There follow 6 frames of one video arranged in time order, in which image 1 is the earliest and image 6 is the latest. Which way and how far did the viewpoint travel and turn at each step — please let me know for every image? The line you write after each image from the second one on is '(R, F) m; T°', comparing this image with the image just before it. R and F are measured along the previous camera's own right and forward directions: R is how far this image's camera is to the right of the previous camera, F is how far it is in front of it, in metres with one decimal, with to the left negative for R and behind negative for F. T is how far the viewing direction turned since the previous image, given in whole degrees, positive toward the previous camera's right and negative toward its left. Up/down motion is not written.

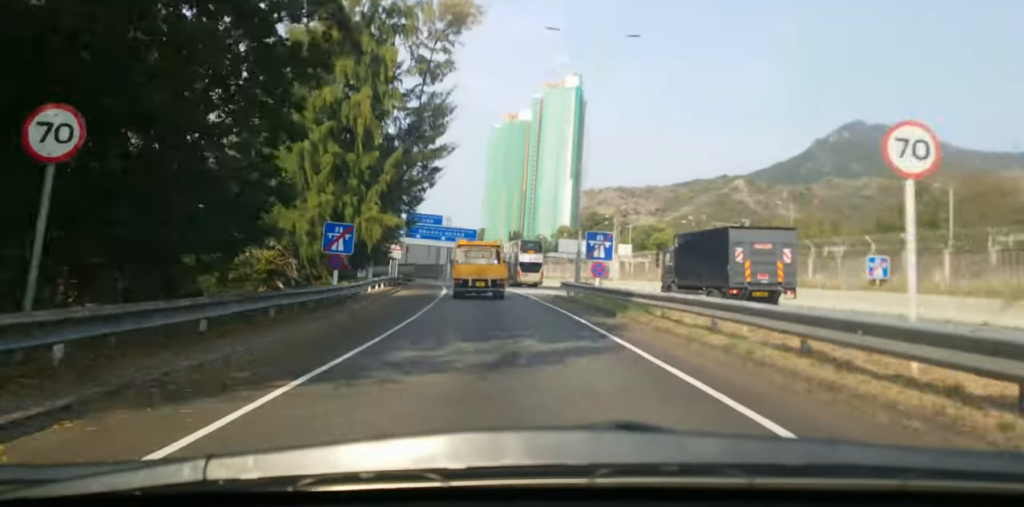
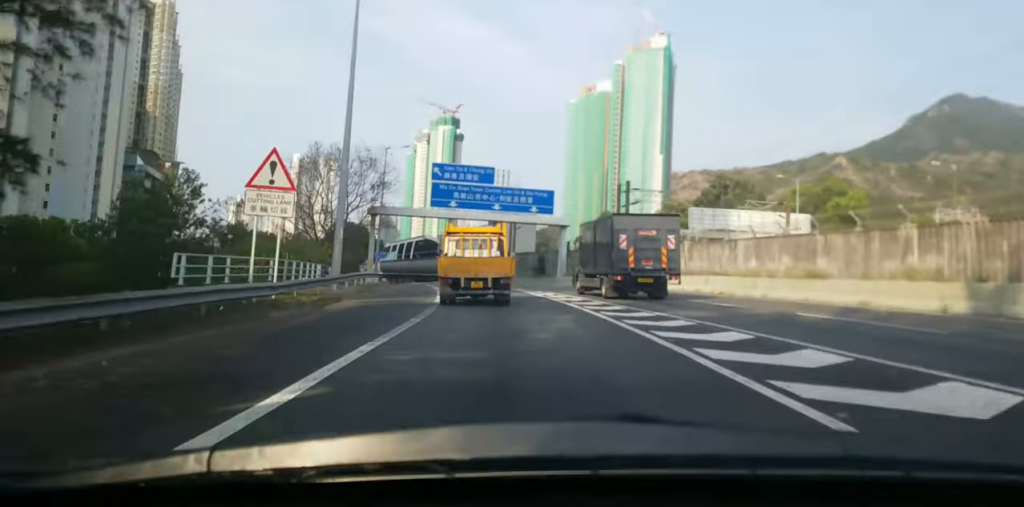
(-2.4, +57.7) m; -5°
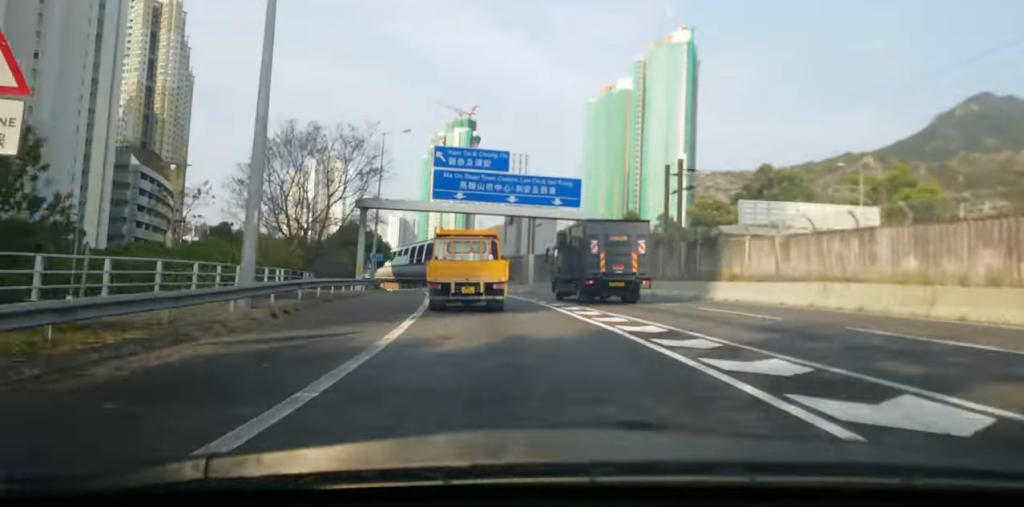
(0.0, +12.9) m; 0°
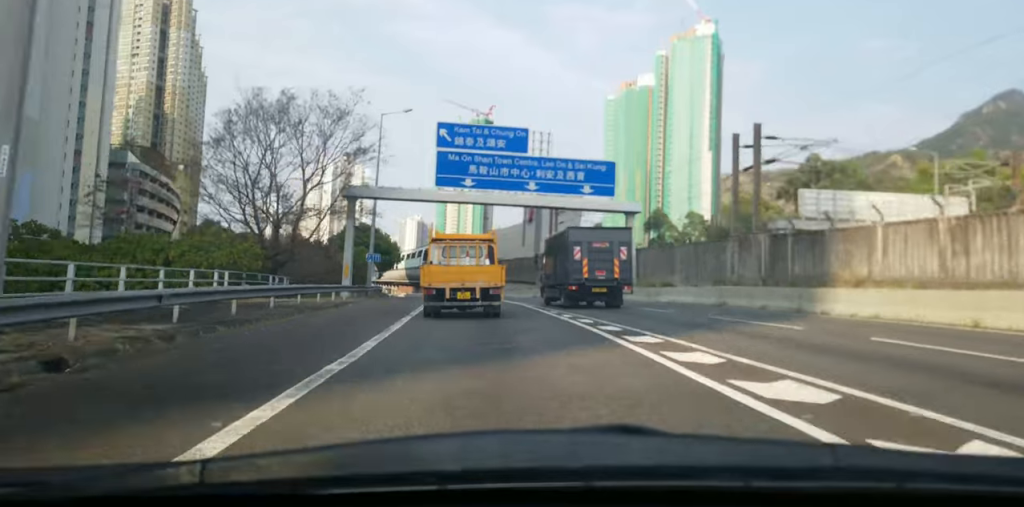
(0.0, +10.6) m; -2°
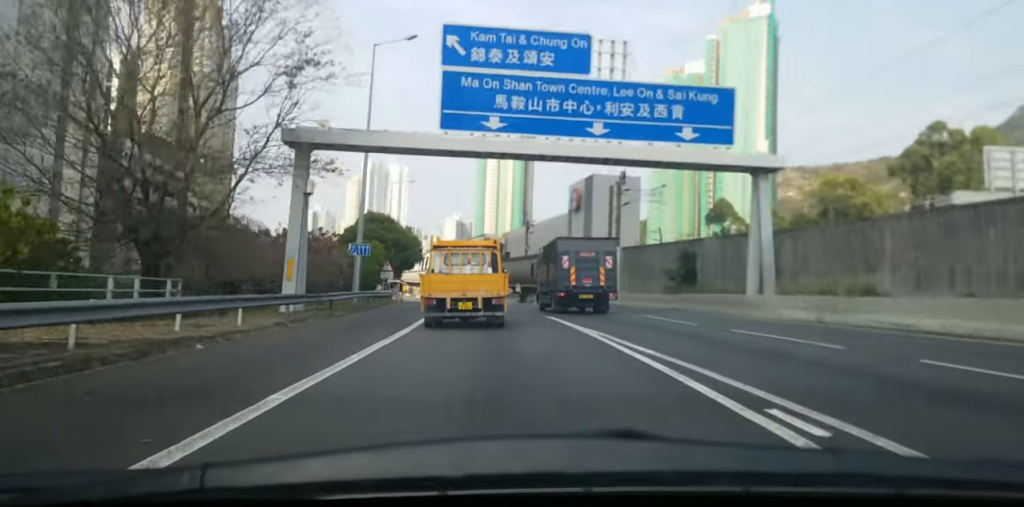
(-0.8, +20.9) m; -5°
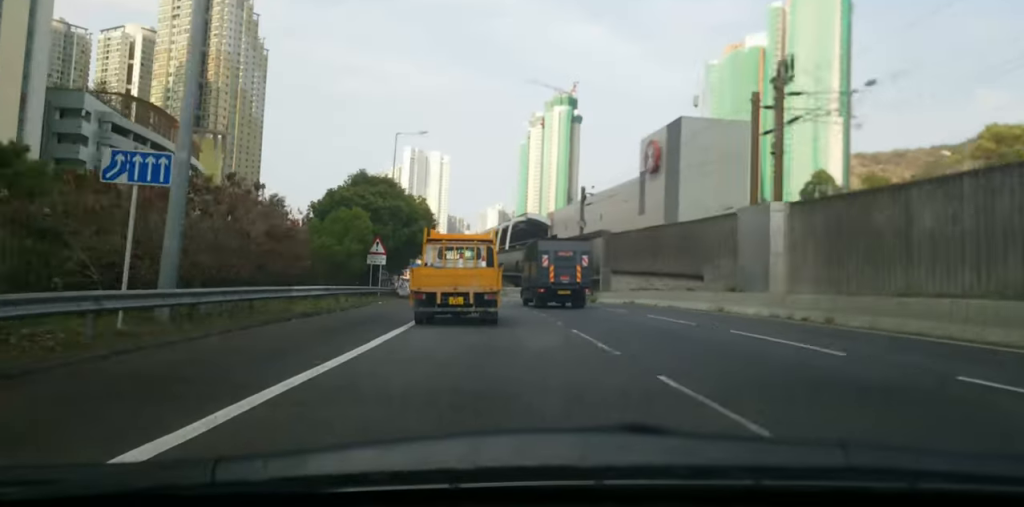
(-1.0, +28.4) m; -3°
